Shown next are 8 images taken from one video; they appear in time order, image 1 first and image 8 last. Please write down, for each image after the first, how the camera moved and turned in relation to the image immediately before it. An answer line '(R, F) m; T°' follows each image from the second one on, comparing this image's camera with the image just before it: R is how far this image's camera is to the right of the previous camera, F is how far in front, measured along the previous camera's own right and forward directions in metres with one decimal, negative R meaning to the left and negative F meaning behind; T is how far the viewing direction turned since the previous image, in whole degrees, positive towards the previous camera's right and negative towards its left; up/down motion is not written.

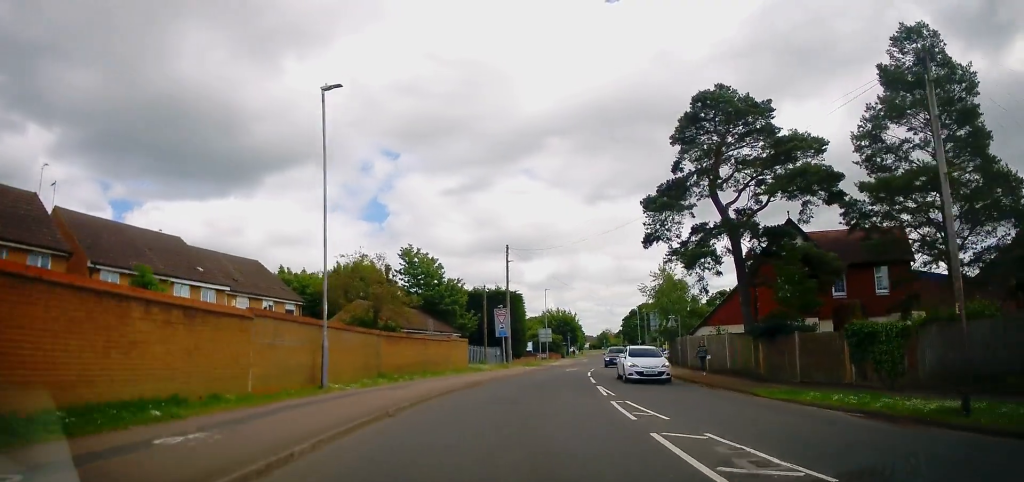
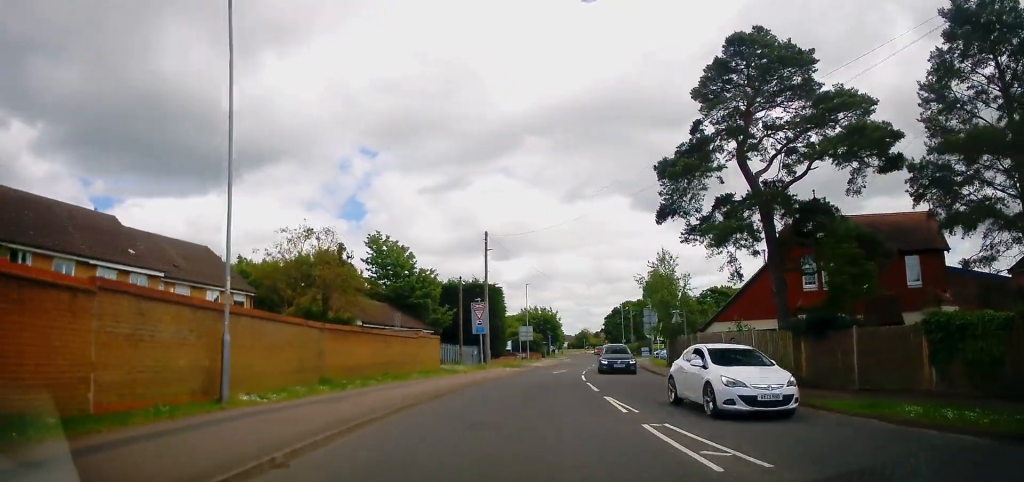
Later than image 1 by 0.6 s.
(+0.1, +4.9) m; +3°
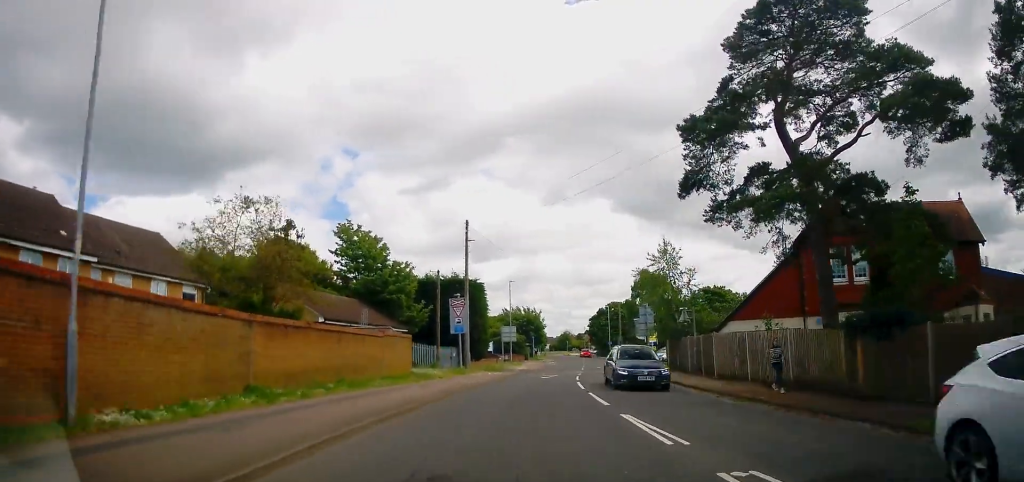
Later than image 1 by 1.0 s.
(+0.2, +4.1) m; +1°
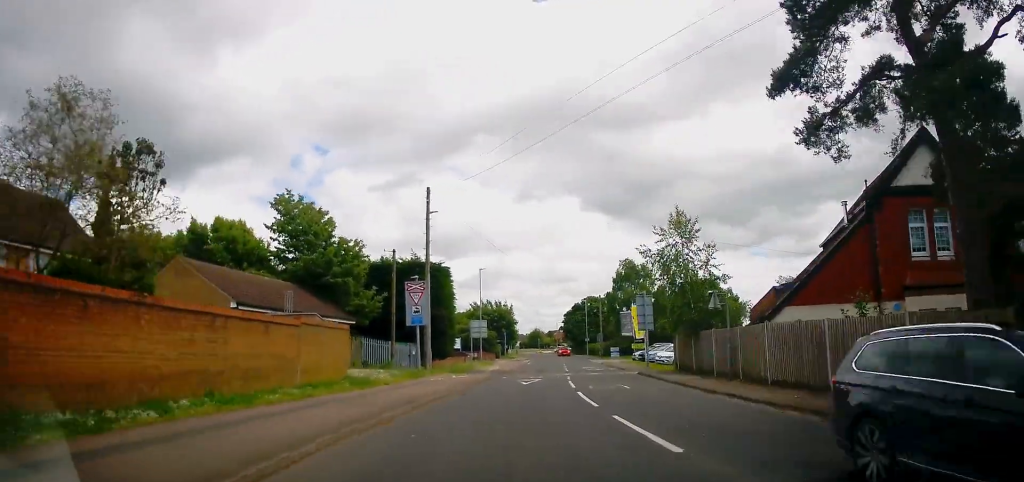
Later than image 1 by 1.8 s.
(+0.1, +7.1) m; +1°
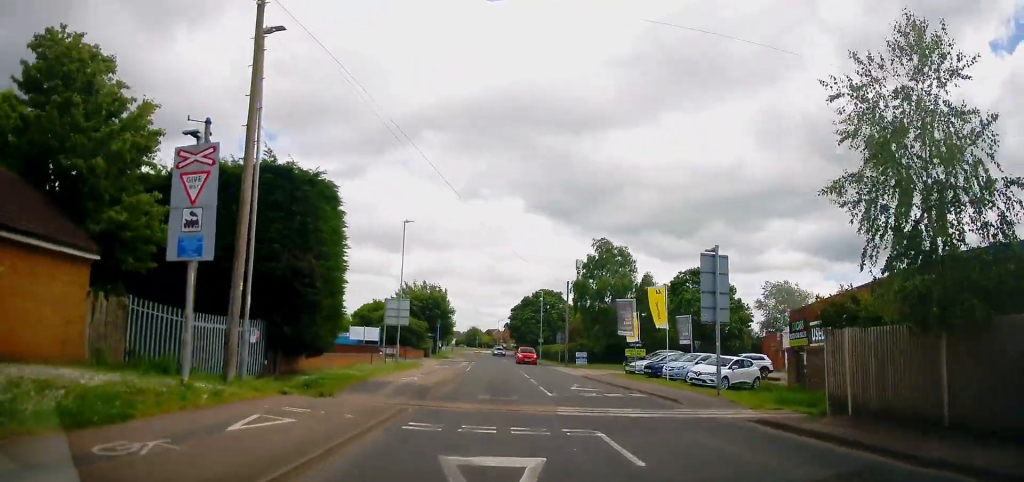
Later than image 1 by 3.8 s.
(+0.1, +18.0) m; +3°
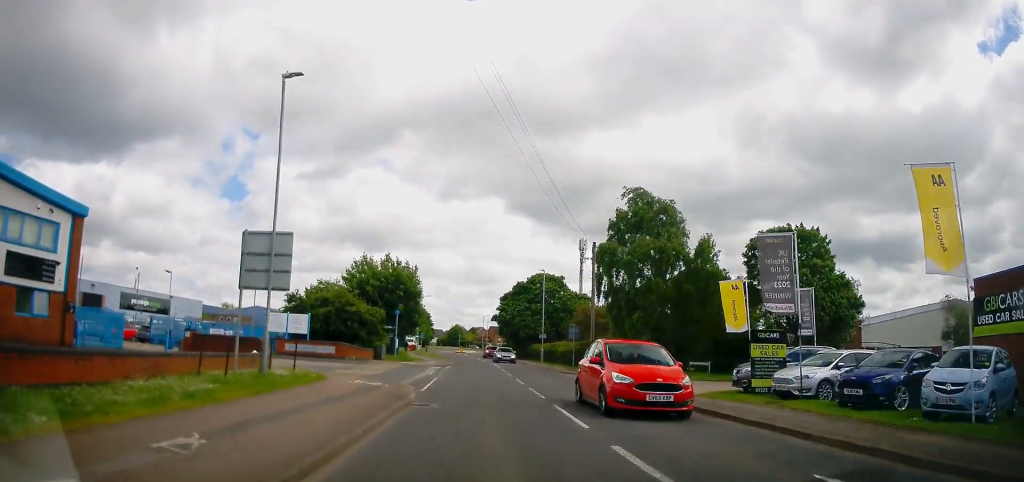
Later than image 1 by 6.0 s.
(+0.9, +19.0) m; +4°
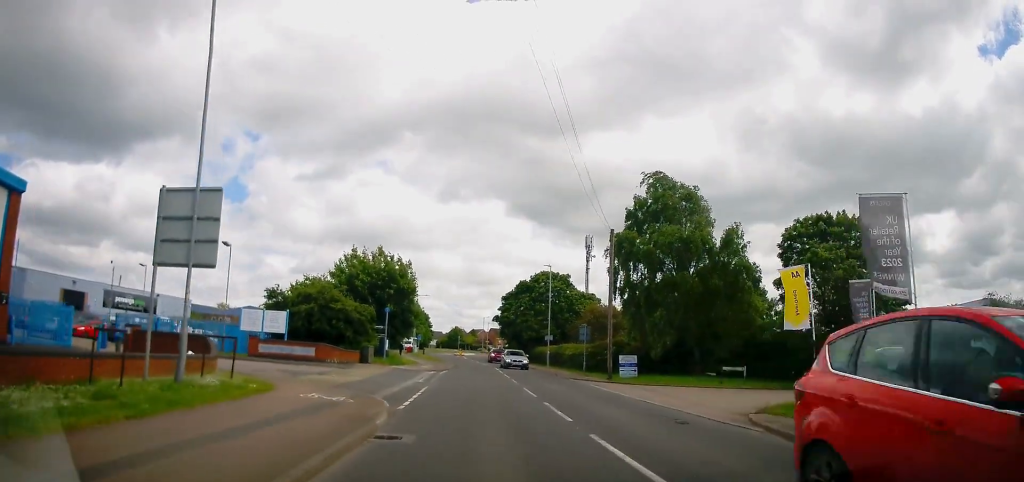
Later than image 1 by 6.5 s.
(-0.1, +4.6) m; 0°
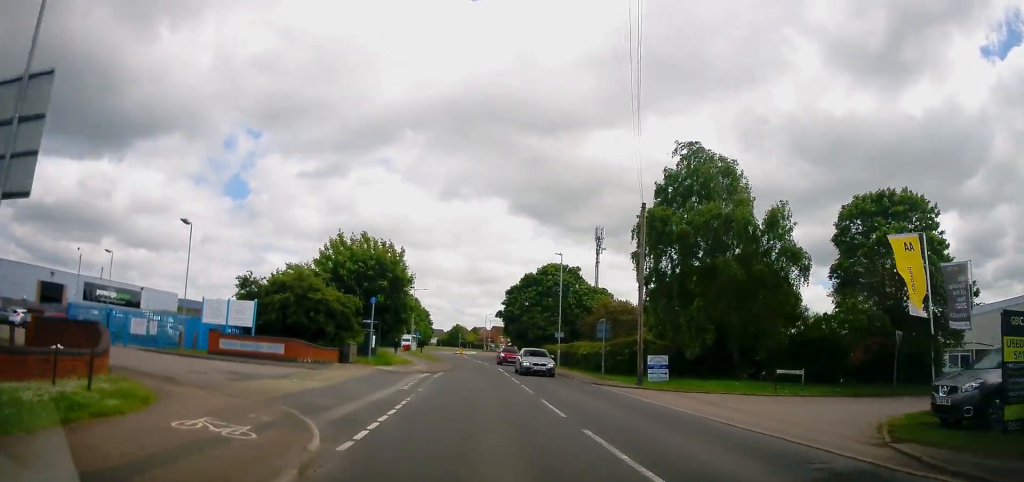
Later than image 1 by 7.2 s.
(+0.3, +5.4) m; 0°
